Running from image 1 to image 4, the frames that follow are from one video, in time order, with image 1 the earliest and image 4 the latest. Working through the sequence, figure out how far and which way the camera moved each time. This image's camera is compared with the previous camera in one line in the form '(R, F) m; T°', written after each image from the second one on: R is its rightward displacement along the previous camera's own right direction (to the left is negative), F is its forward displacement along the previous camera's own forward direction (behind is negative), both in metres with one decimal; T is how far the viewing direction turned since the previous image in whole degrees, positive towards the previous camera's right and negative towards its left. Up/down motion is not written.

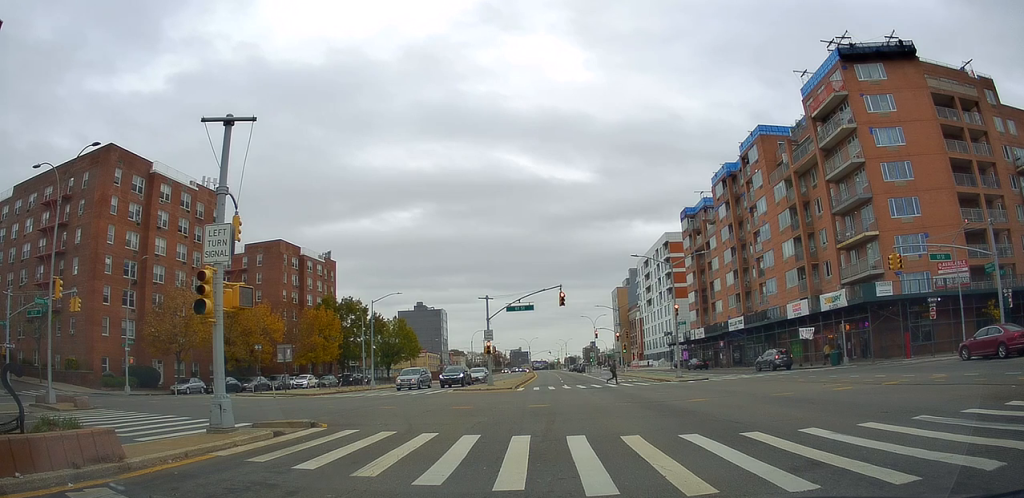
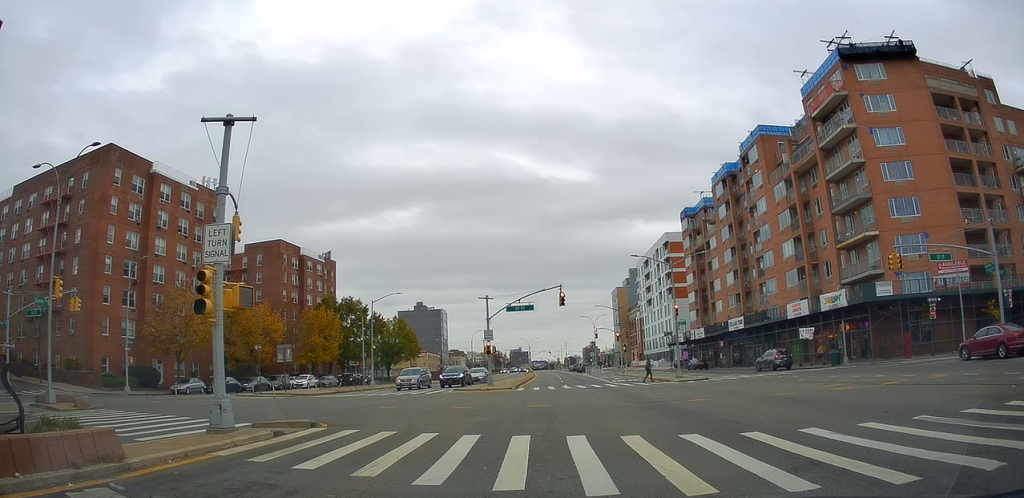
(0.0, 0.0) m; 0°
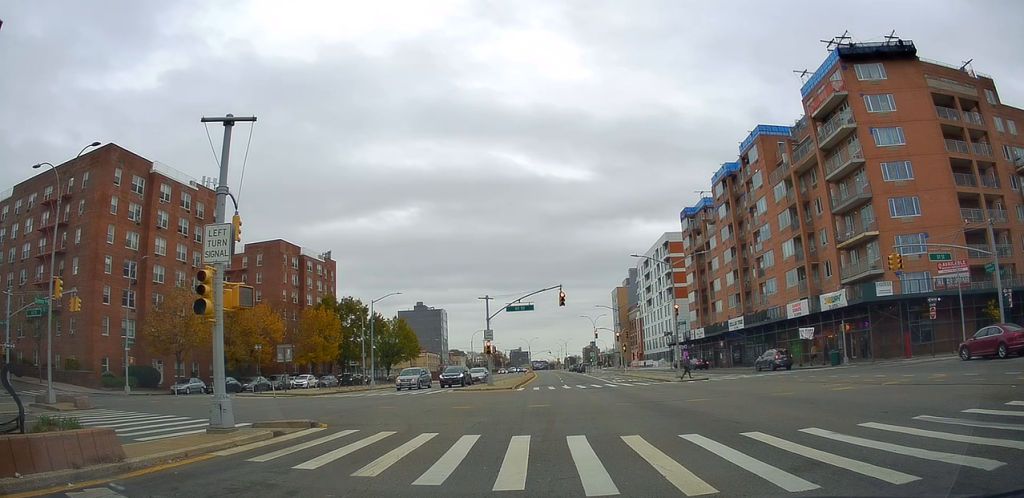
(0.0, 0.0) m; 0°
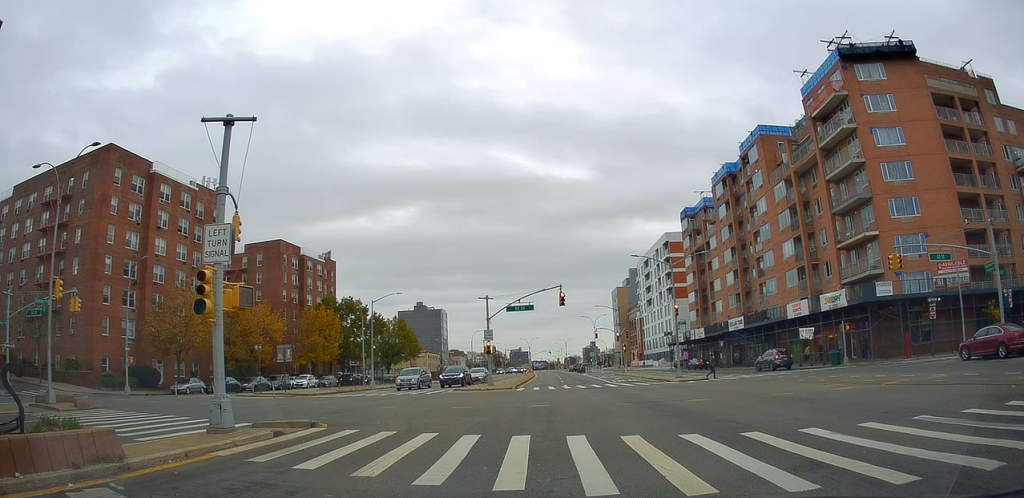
(0.0, 0.0) m; 0°
